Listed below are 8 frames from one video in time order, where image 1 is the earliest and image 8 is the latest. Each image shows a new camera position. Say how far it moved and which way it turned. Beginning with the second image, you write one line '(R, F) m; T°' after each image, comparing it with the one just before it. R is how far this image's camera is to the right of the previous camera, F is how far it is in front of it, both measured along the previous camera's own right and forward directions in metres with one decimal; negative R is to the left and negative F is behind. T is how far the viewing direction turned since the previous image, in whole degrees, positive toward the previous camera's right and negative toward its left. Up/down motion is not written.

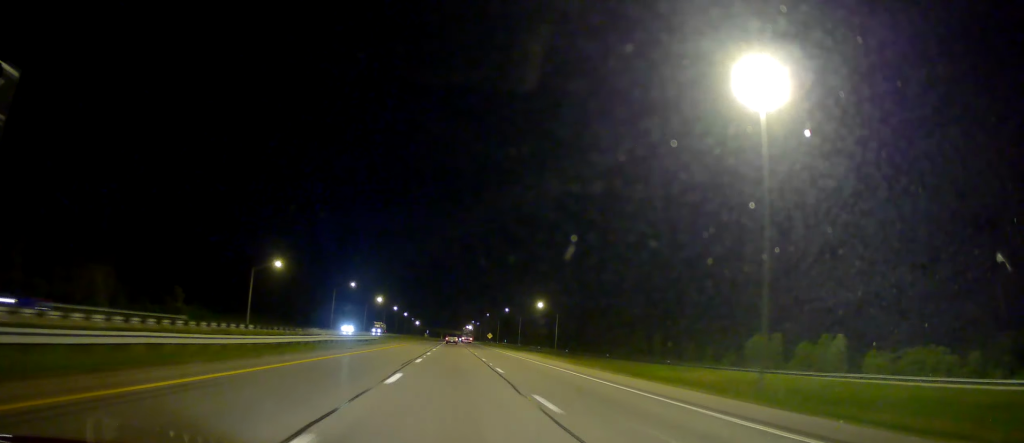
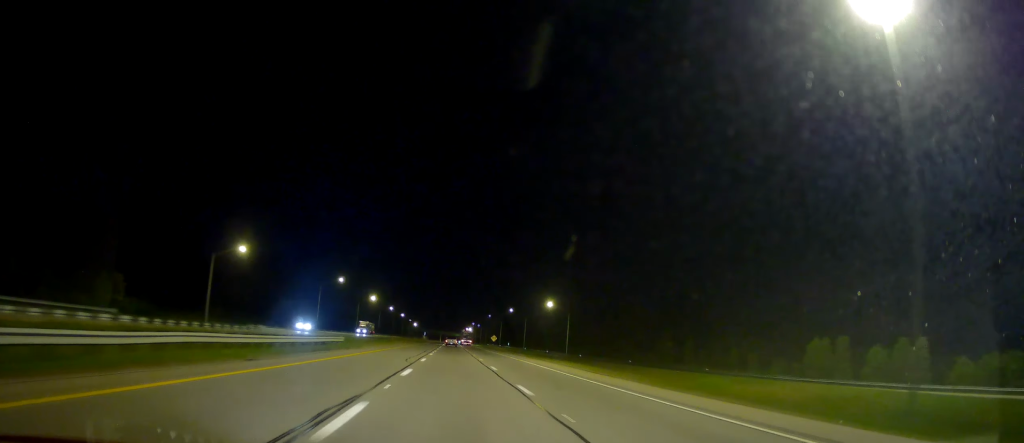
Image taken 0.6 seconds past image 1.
(+0.1, +20.6) m; 0°
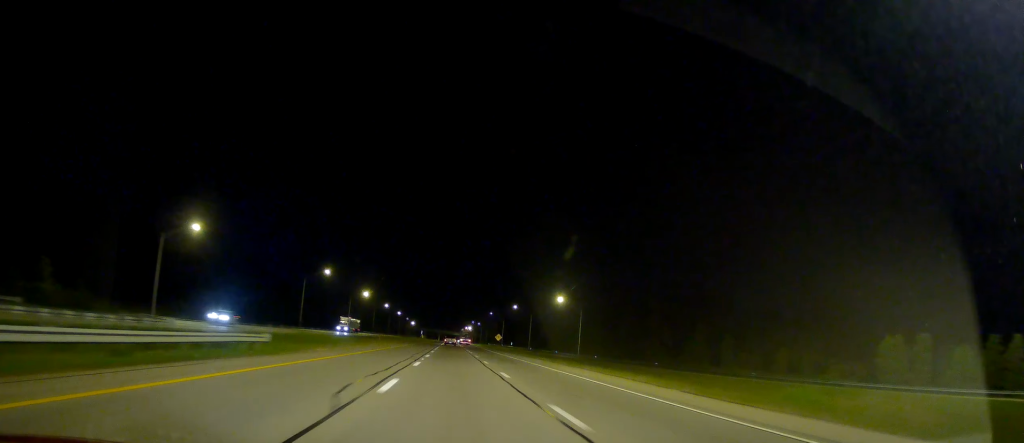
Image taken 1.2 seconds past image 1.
(0.0, +18.4) m; 0°
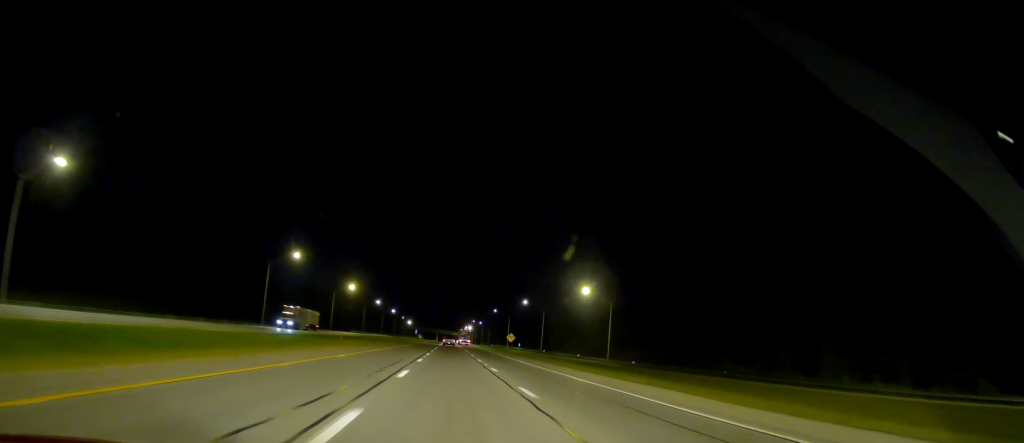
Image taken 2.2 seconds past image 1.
(-0.3, +31.3) m; 0°
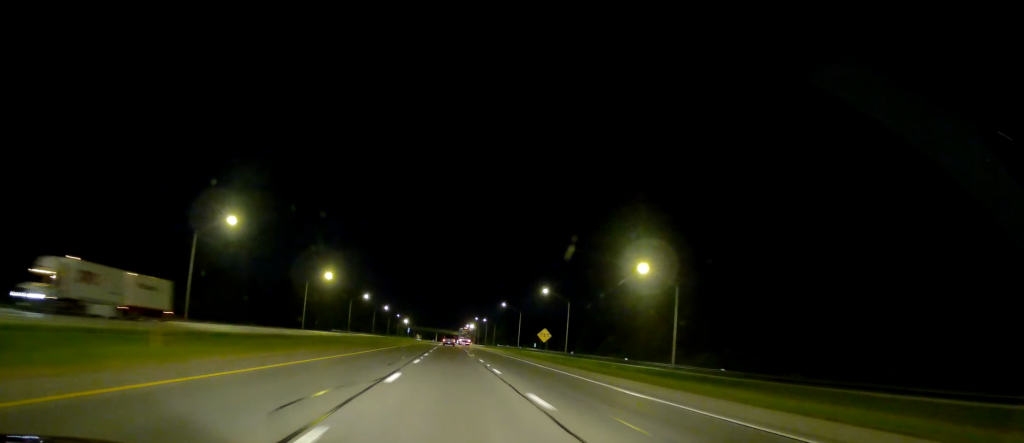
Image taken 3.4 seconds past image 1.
(+0.2, +38.9) m; -1°
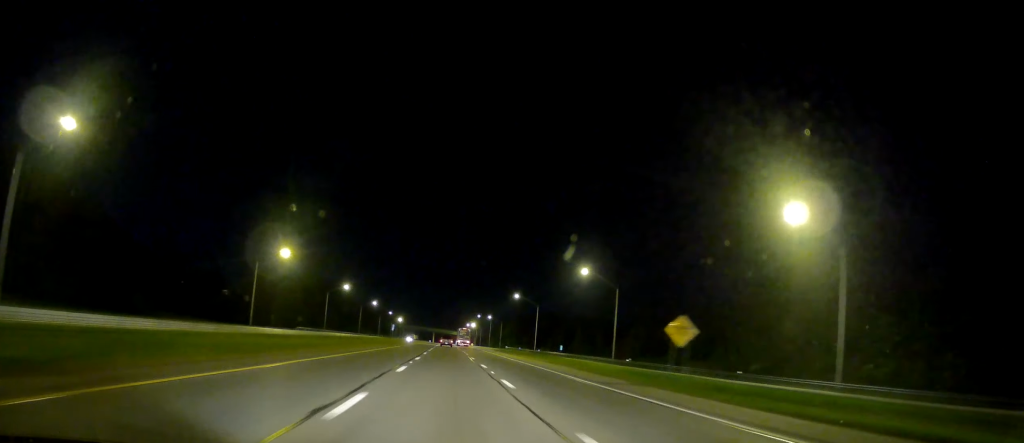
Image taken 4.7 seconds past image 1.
(-0.5, +43.2) m; 0°
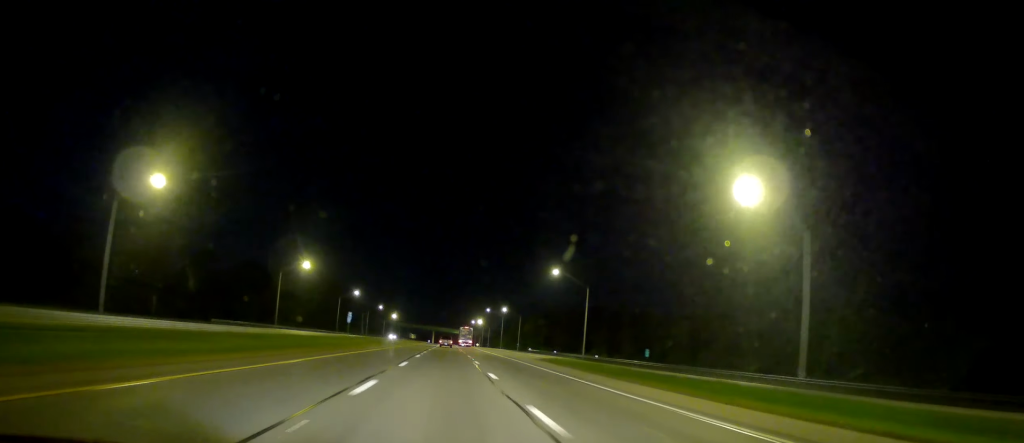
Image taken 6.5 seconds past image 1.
(-0.1, +57.4) m; 0°
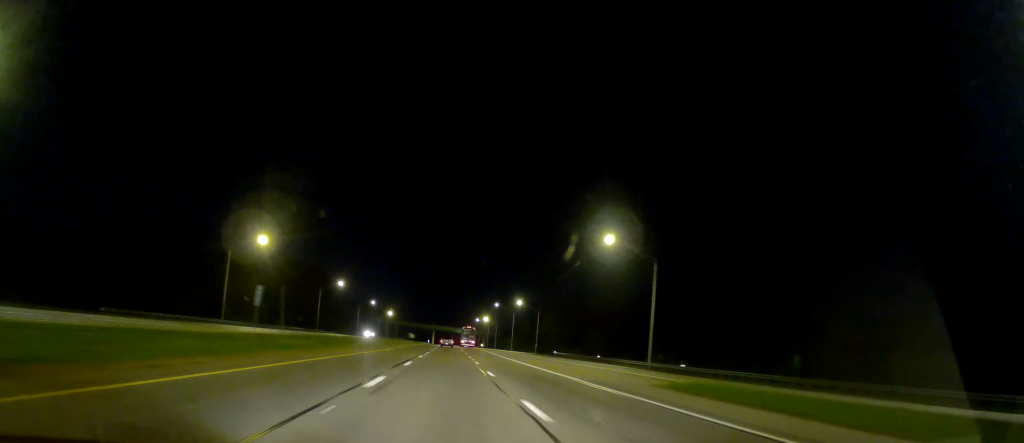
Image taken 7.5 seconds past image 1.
(+0.6, +34.6) m; 0°
